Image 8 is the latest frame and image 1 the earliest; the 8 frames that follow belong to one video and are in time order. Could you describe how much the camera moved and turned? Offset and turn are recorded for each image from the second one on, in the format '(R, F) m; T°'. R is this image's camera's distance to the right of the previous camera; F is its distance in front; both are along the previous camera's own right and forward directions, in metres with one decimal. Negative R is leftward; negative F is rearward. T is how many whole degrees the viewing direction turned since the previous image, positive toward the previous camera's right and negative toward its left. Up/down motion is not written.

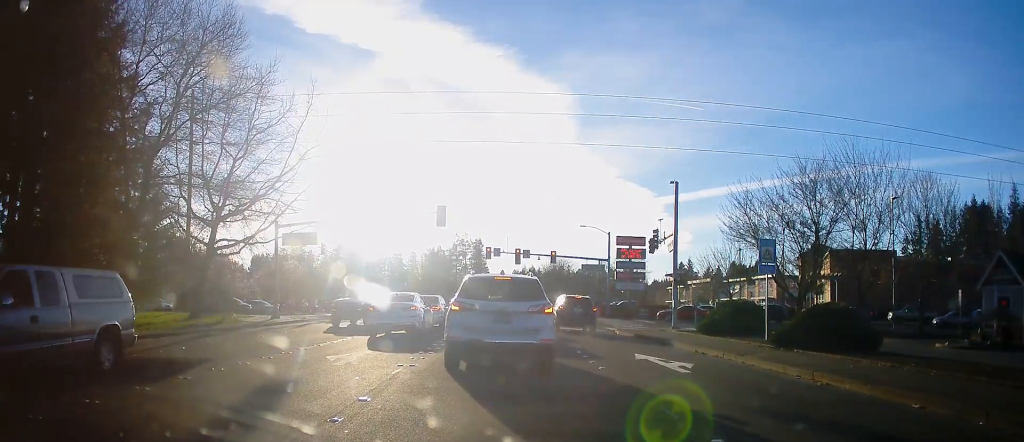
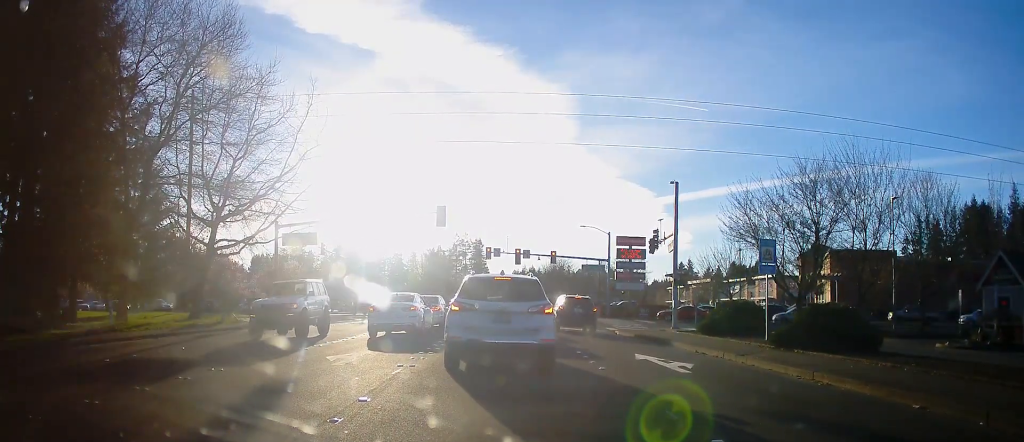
(0.0, 0.0) m; 0°
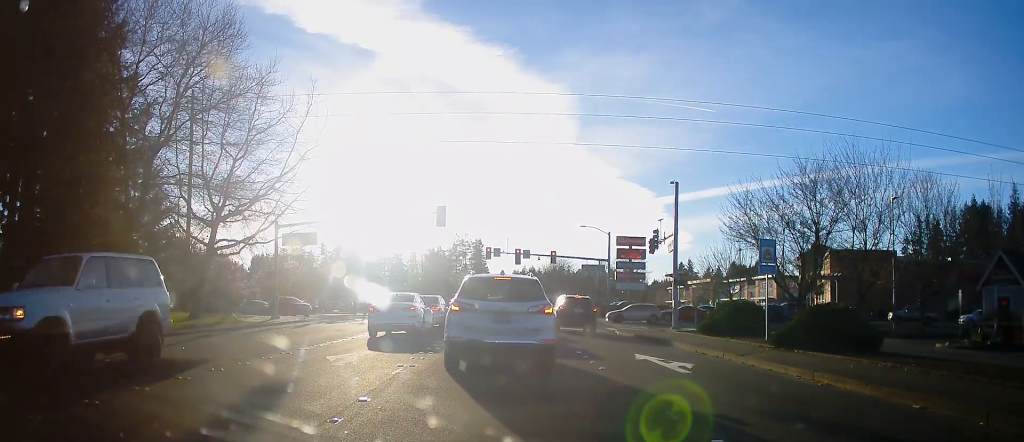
(0.0, 0.0) m; 0°
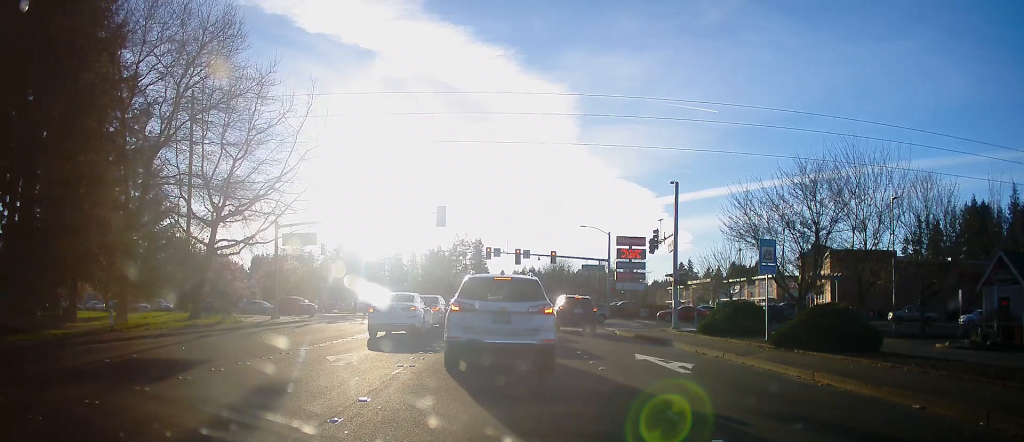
(0.0, 0.0) m; 0°
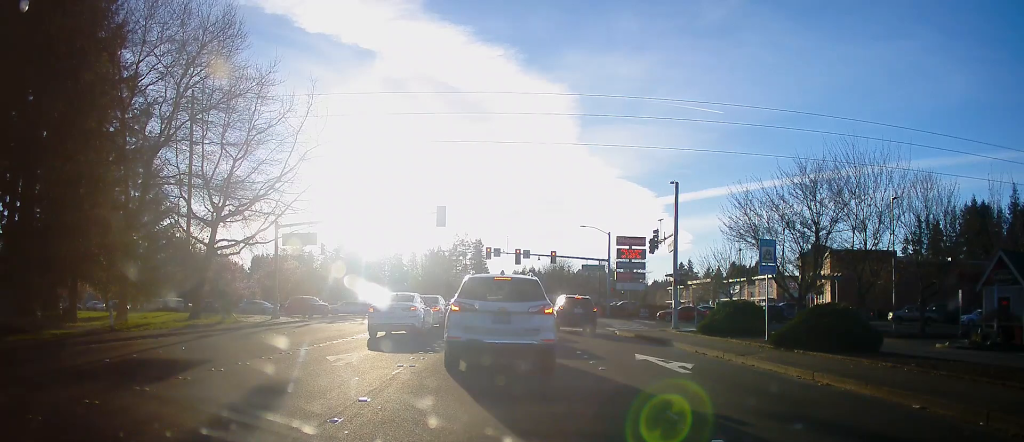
(0.0, 0.0) m; 0°
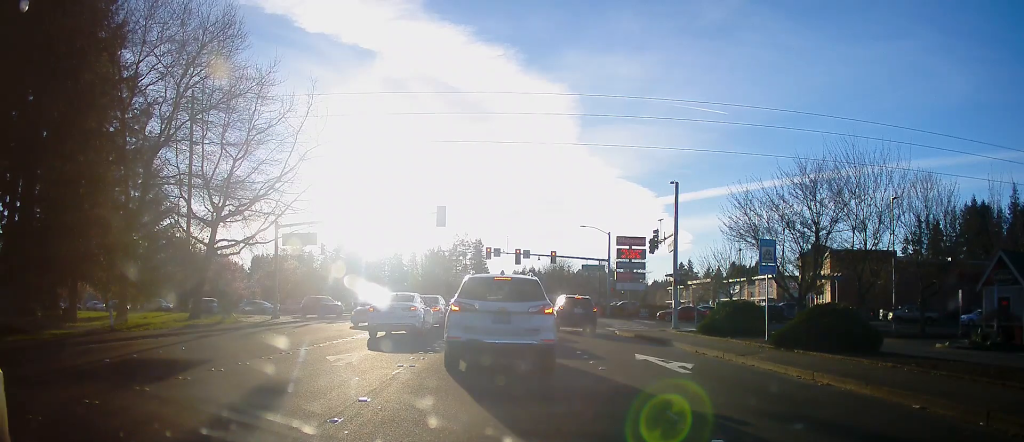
(0.0, 0.0) m; 0°
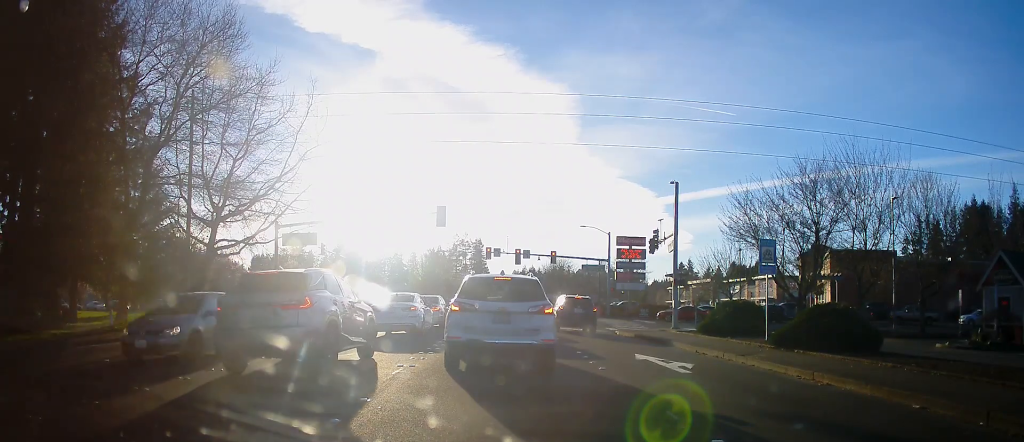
(0.0, 0.0) m; 0°
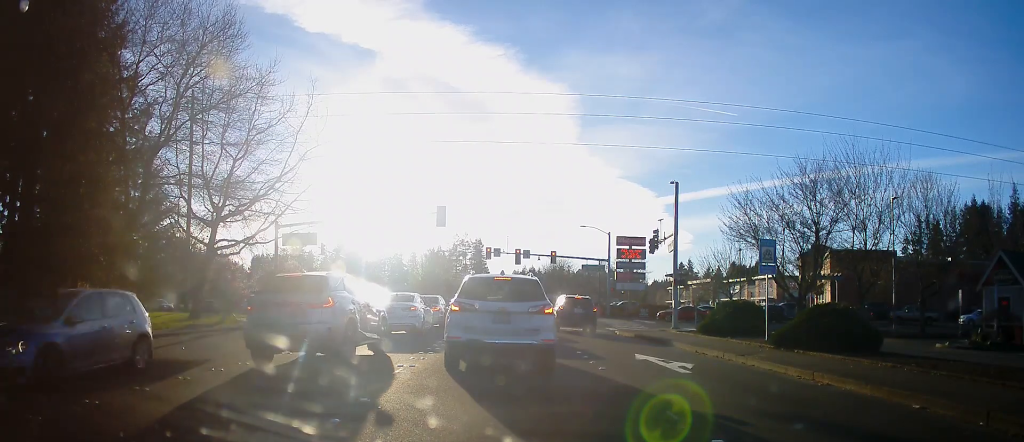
(0.0, 0.0) m; 0°
